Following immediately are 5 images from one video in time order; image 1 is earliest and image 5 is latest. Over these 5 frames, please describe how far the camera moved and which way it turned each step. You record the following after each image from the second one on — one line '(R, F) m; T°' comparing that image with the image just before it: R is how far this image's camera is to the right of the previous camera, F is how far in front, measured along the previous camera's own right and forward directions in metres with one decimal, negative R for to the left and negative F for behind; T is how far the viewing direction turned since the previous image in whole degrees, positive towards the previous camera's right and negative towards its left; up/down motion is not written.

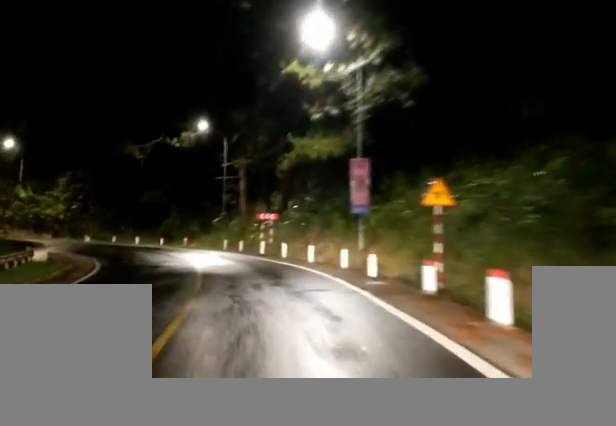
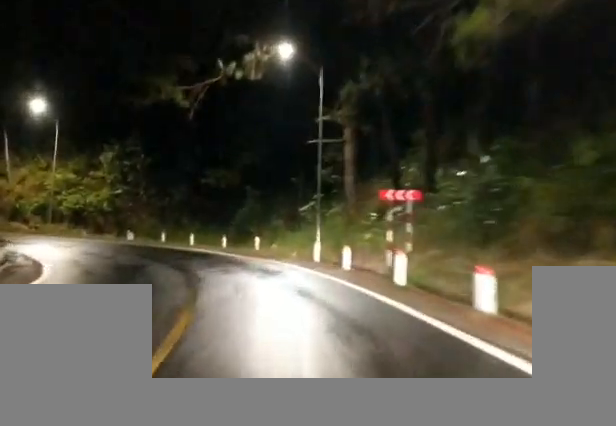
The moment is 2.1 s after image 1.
(-1.1, +22.8) m; -7°
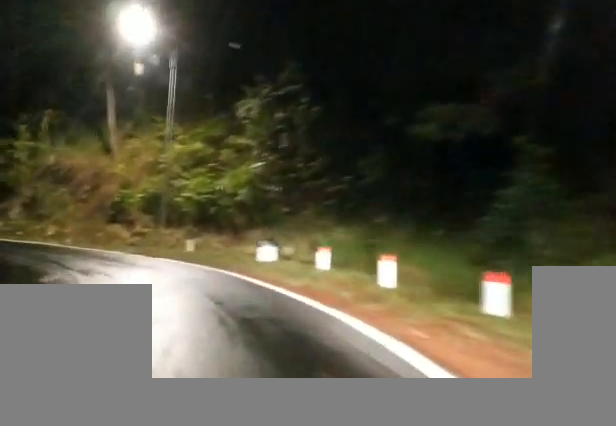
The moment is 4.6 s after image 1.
(-1.8, +27.4) m; -11°
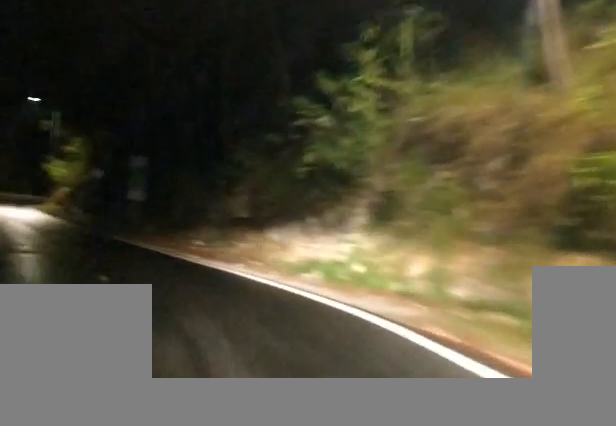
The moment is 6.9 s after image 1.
(-4.2, +23.0) m; -28°
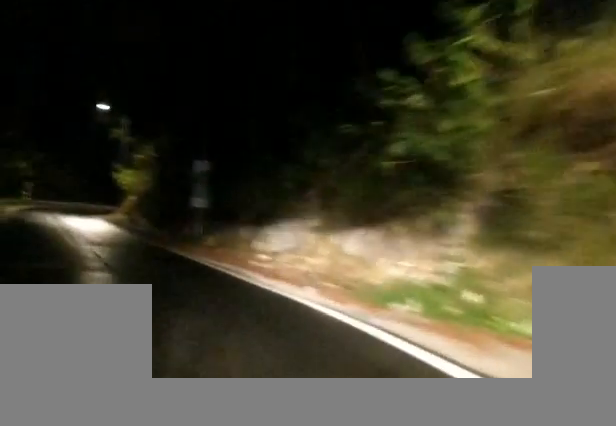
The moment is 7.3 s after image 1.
(+0.4, +3.9) m; -8°
